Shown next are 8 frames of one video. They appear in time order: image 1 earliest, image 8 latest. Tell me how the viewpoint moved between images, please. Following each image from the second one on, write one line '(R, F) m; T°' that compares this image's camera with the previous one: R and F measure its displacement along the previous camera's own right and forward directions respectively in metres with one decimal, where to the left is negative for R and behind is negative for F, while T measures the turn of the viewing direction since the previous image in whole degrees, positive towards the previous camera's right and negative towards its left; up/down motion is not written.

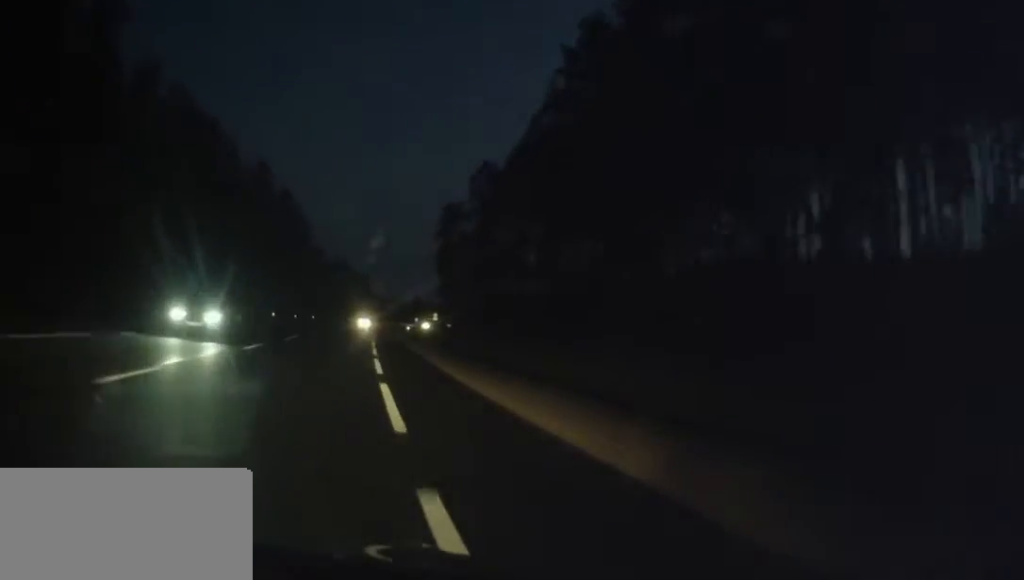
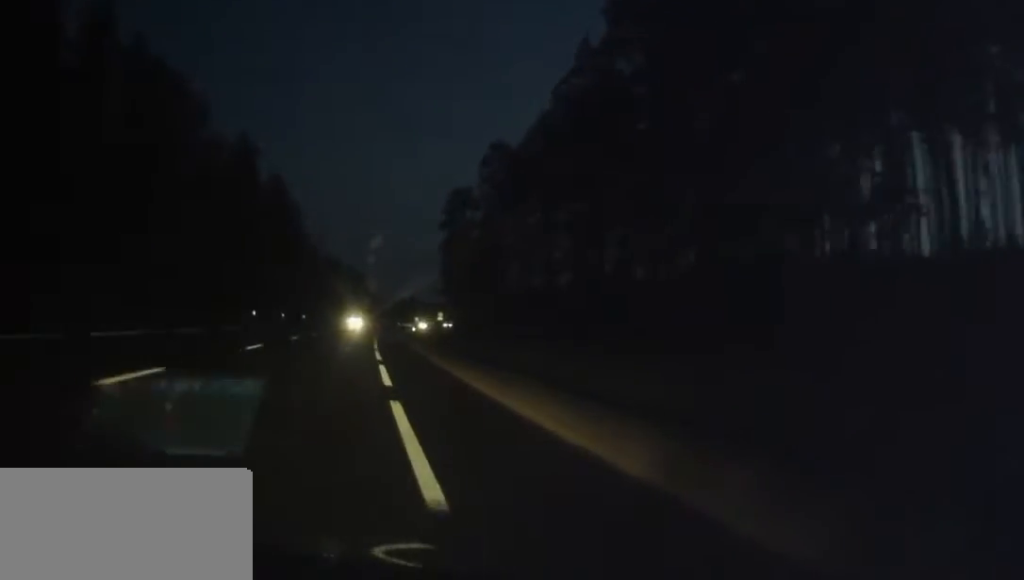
(0.0, +12.4) m; +1°
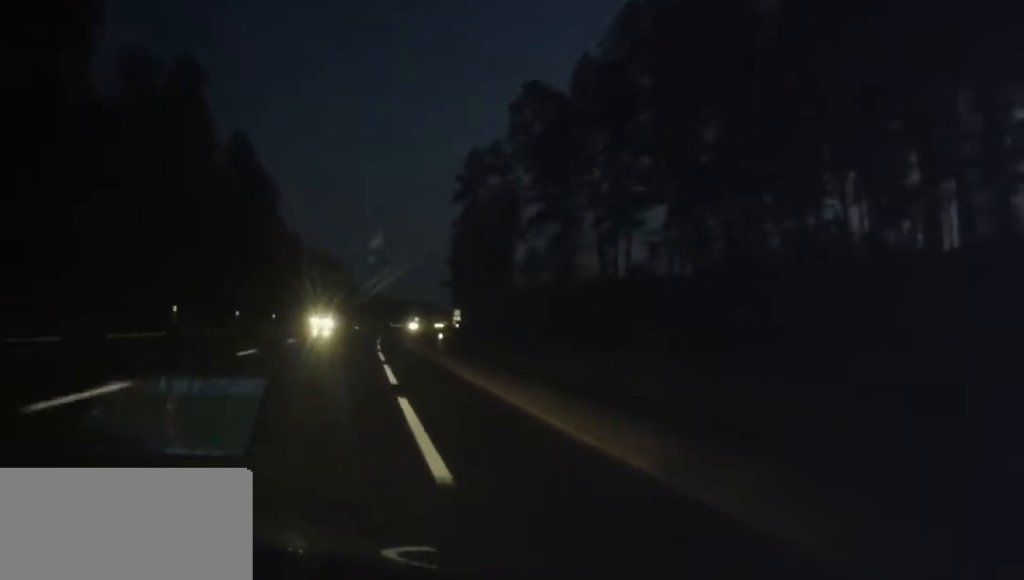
(+0.6, +26.6) m; +1°
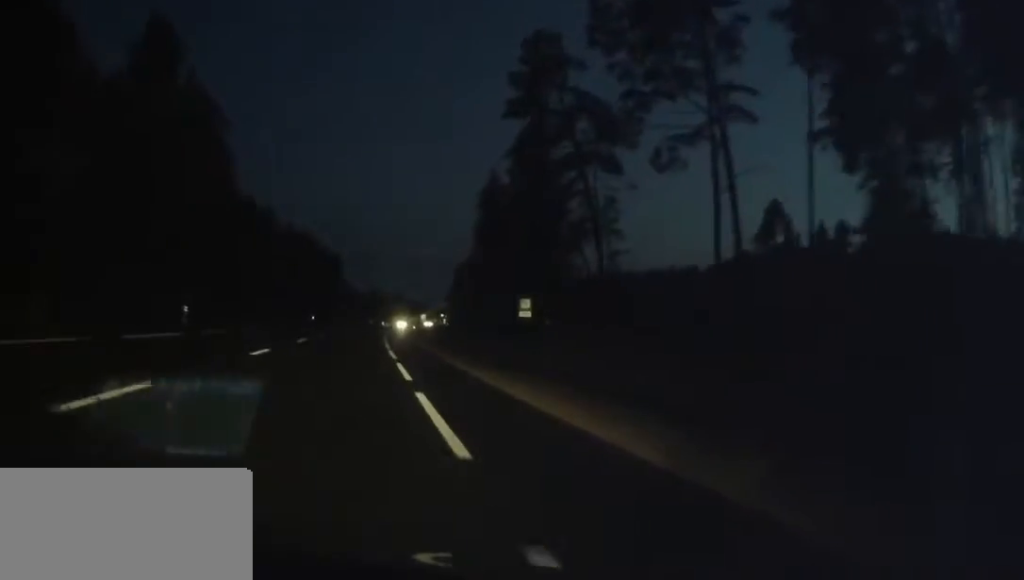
(-0.2, +36.0) m; 0°
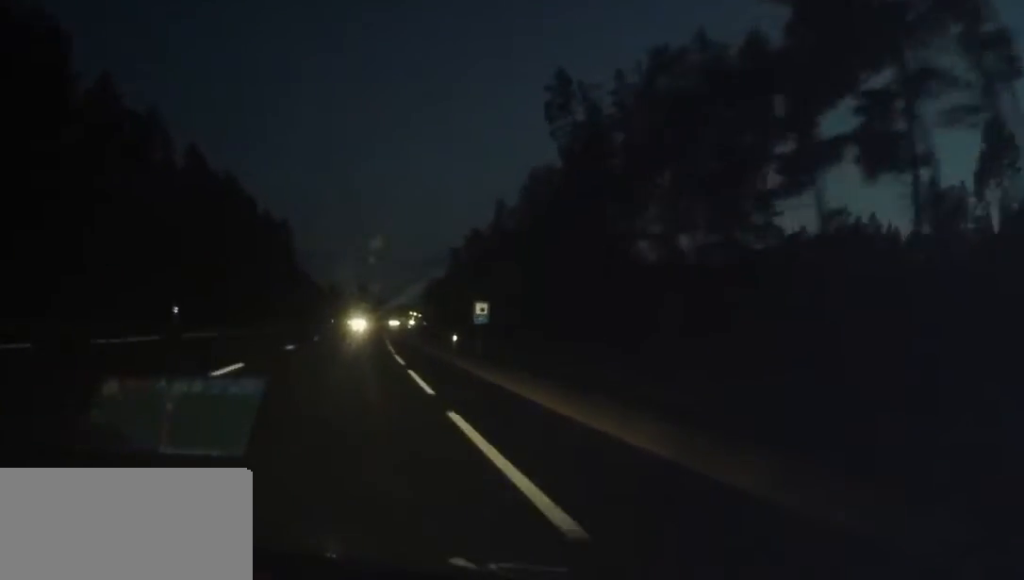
(+1.6, +67.4) m; +3°
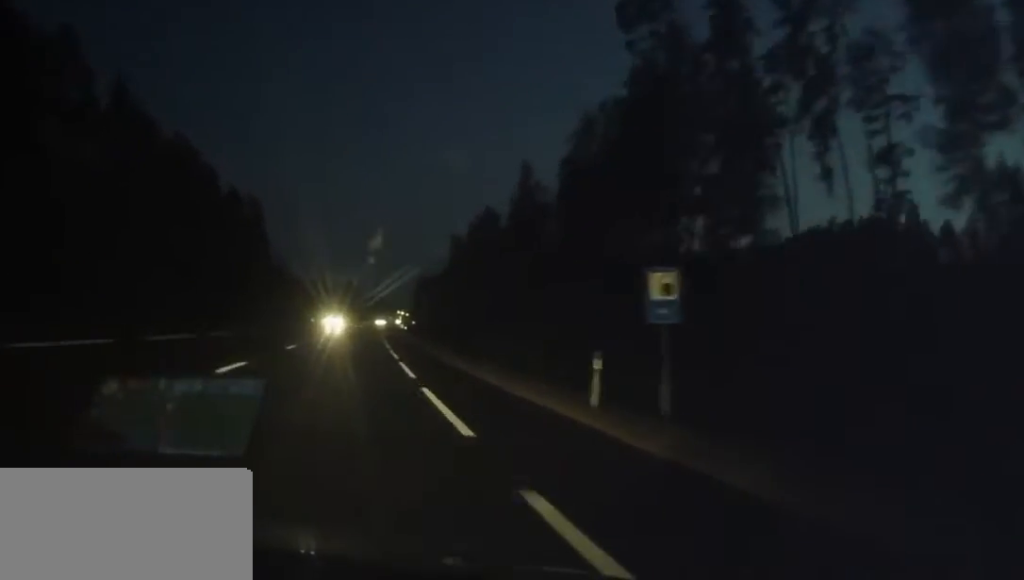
(+0.4, +23.7) m; +1°
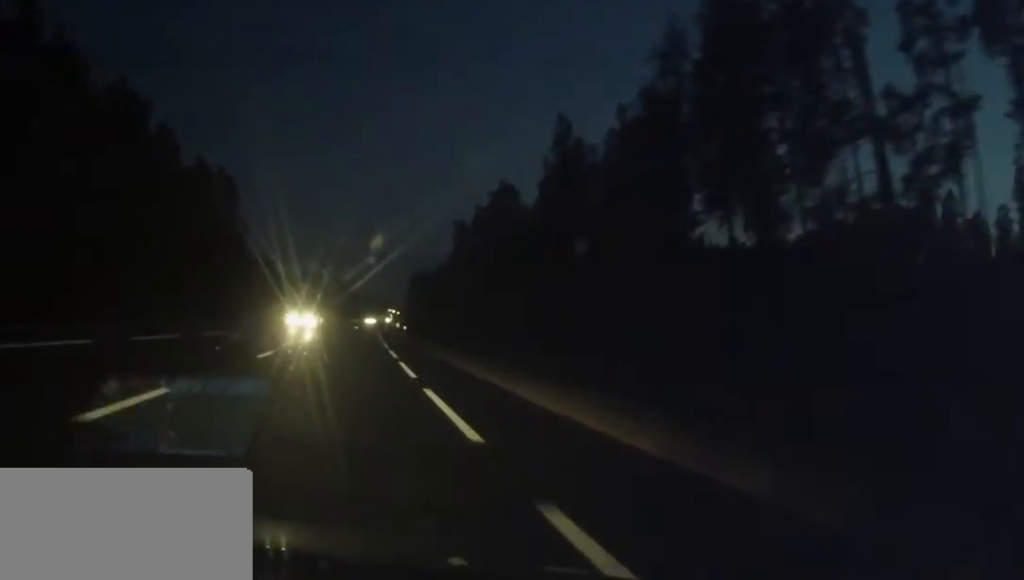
(+0.2, +18.7) m; +1°
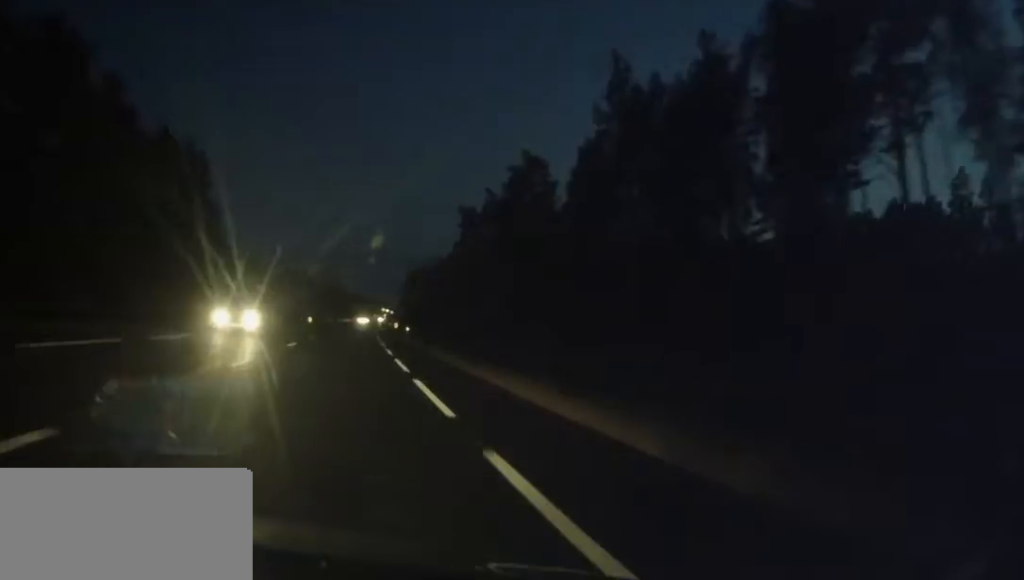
(0.0, +15.7) m; +1°
